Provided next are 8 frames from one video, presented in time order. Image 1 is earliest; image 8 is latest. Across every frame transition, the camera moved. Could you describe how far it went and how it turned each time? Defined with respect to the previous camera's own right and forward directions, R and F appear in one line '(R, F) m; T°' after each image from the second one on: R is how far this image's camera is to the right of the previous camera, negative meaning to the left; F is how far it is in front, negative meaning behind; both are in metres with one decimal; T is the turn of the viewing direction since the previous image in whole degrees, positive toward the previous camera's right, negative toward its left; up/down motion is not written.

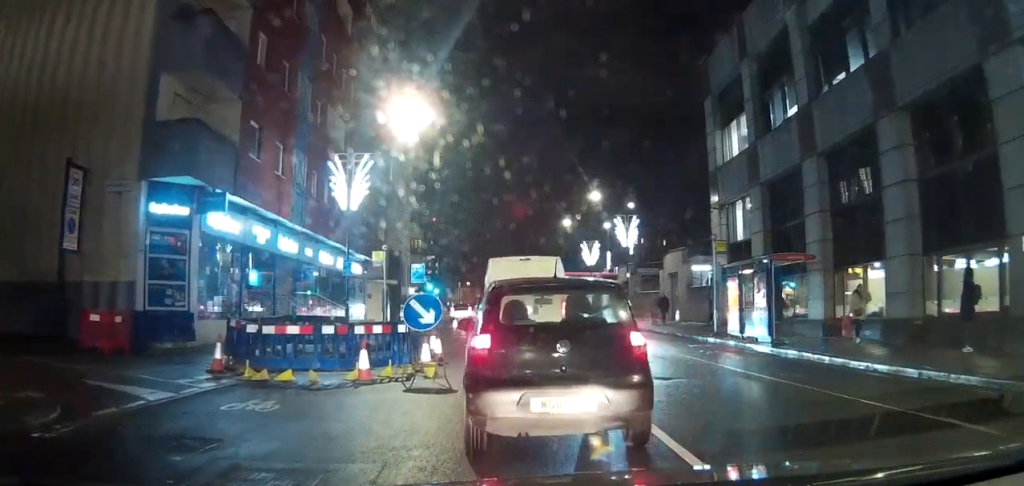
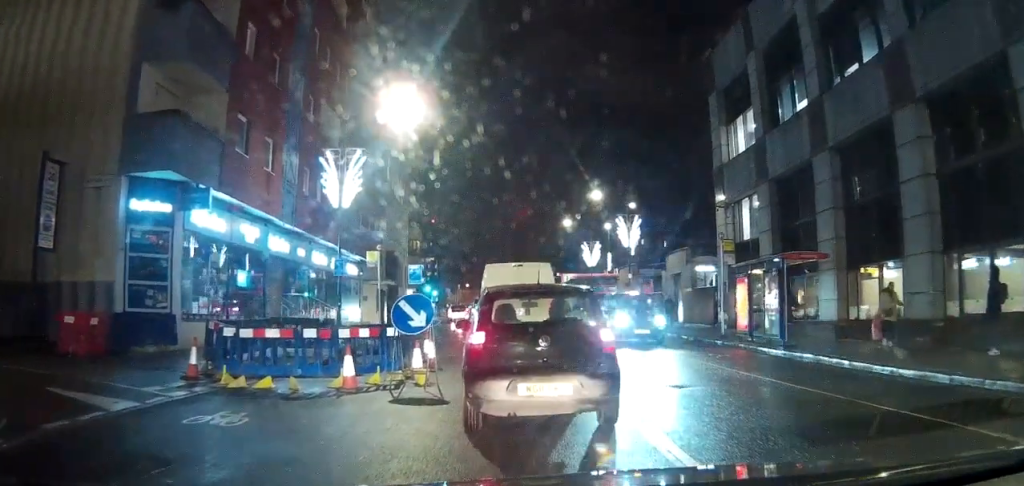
(0.0, +0.1) m; 0°
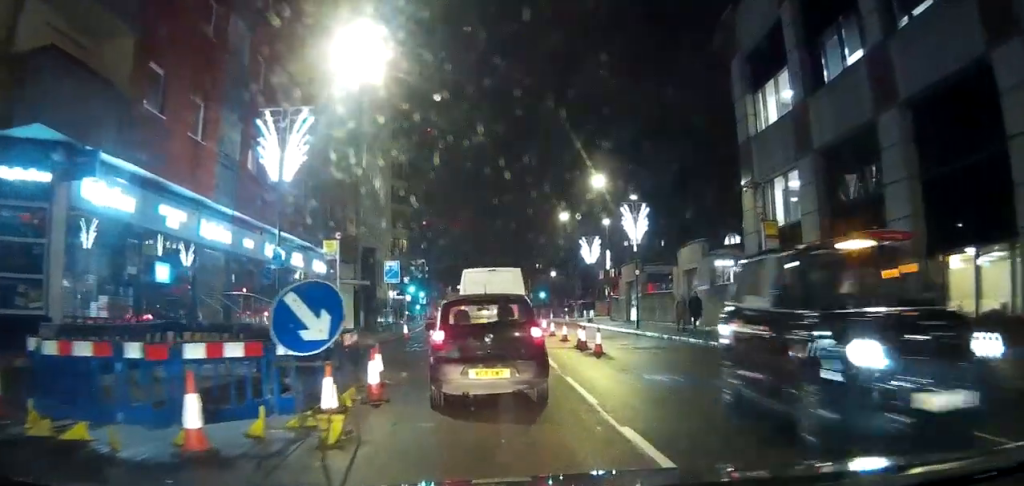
(0.0, +0.4) m; -6°
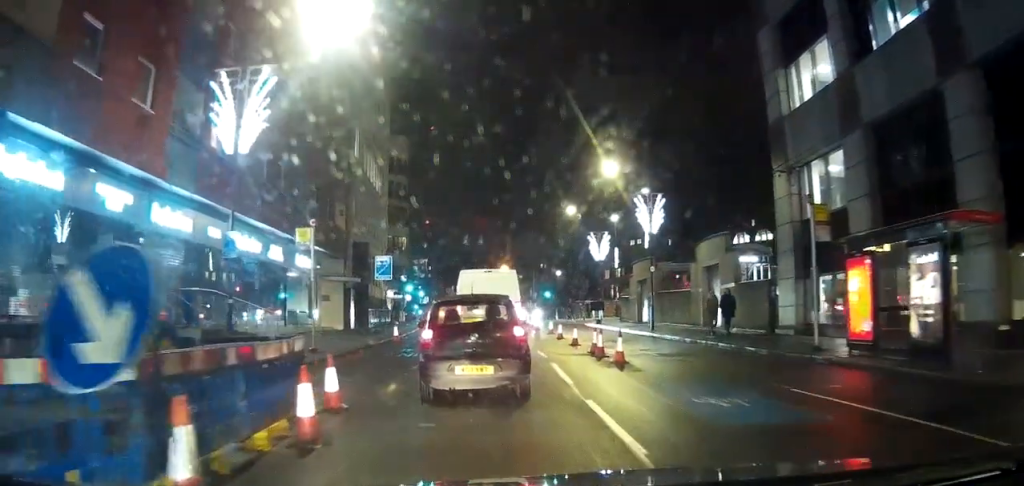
(-0.1, +1.3) m; -1°
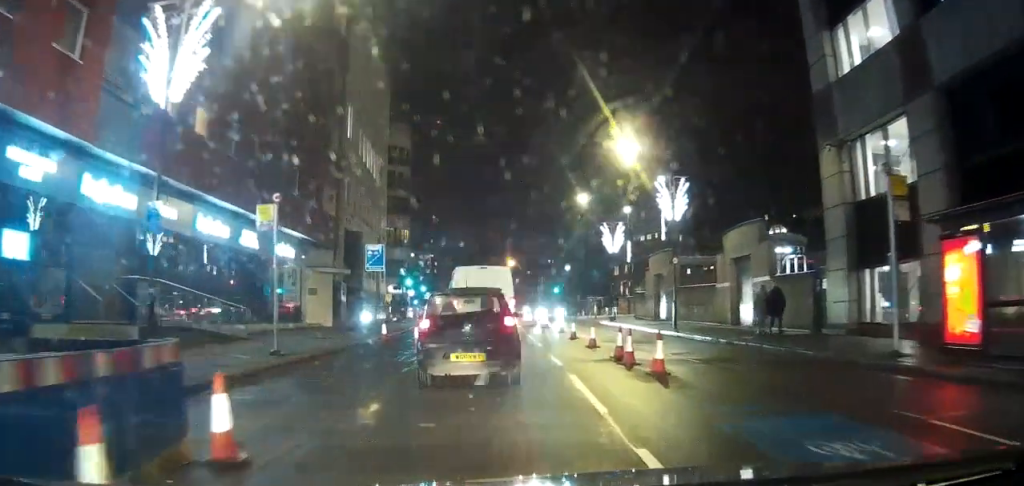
(0.0, +2.6) m; +1°
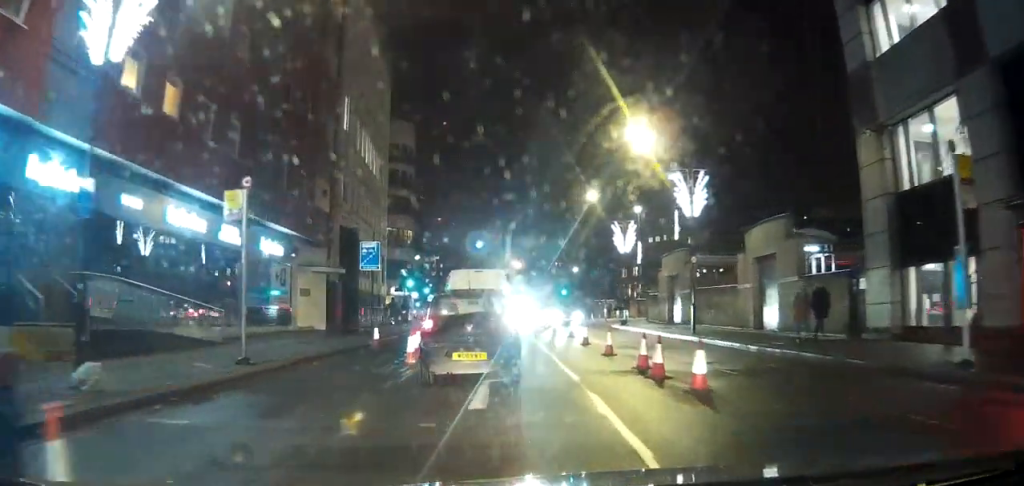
(+0.1, +2.3) m; -4°
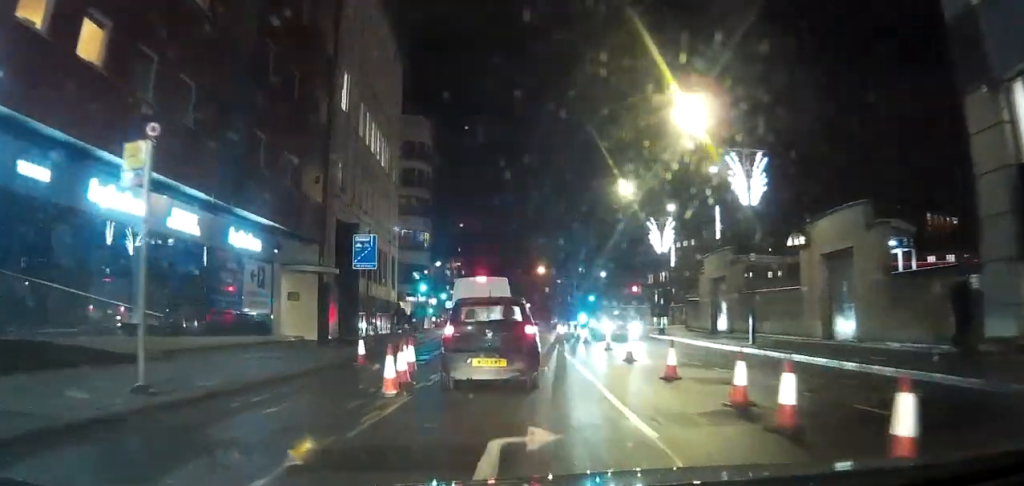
(-0.3, +4.8) m; -7°
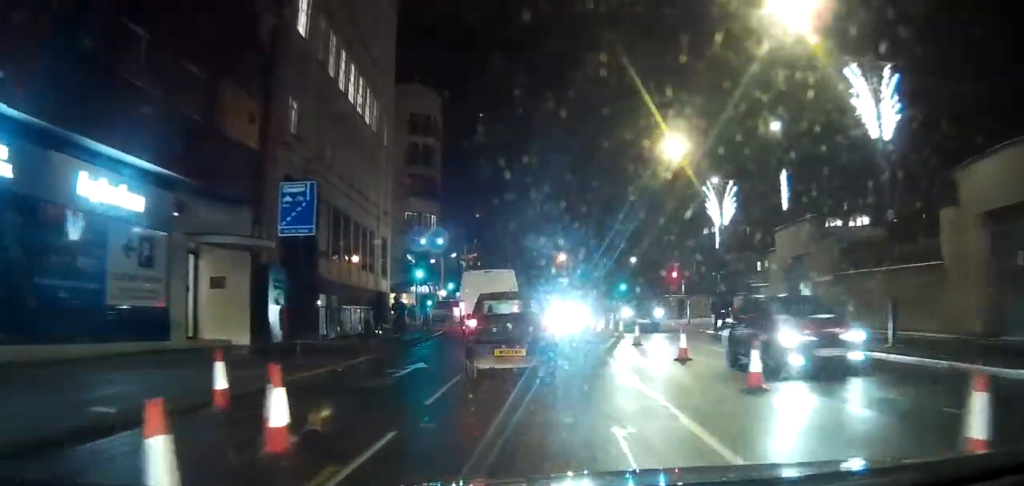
(-0.6, +9.0) m; -1°
